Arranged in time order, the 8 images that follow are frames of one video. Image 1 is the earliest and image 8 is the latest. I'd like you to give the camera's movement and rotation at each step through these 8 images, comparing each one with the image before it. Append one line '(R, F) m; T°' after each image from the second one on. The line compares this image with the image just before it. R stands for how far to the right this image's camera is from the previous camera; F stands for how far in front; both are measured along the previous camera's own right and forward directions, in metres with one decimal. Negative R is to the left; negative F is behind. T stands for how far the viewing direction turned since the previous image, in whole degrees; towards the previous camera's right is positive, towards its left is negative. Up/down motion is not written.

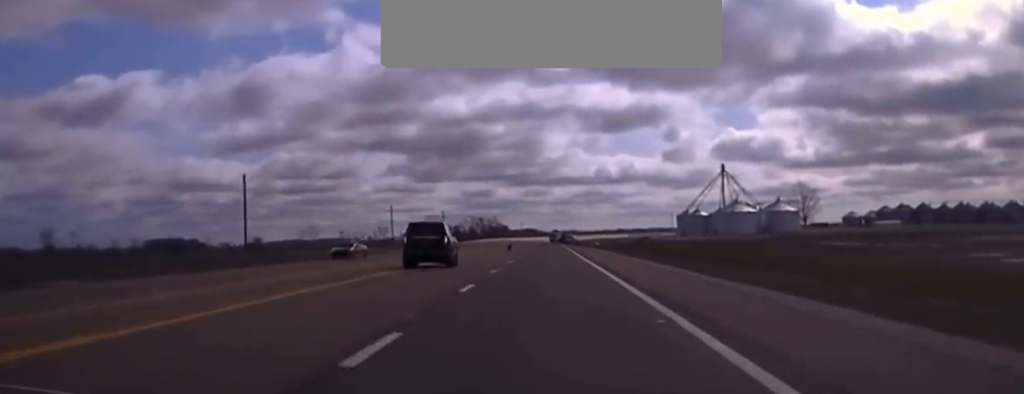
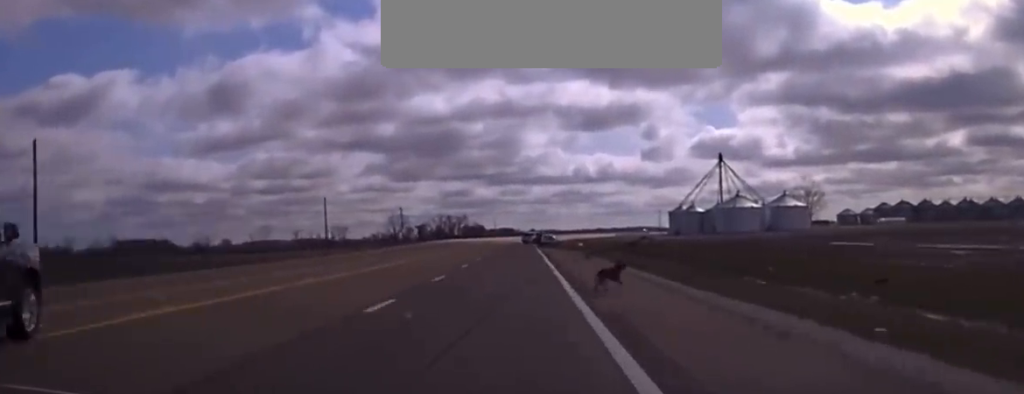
(+0.7, +45.8) m; +2°
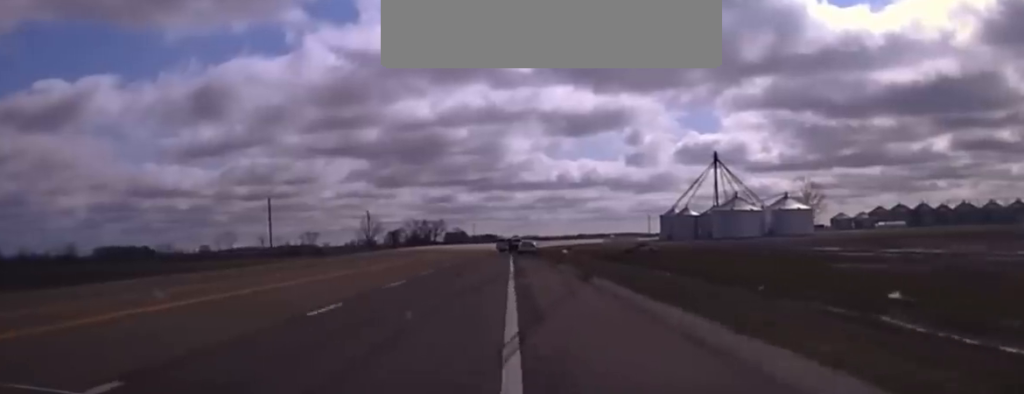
(+0.2, +22.8) m; 0°
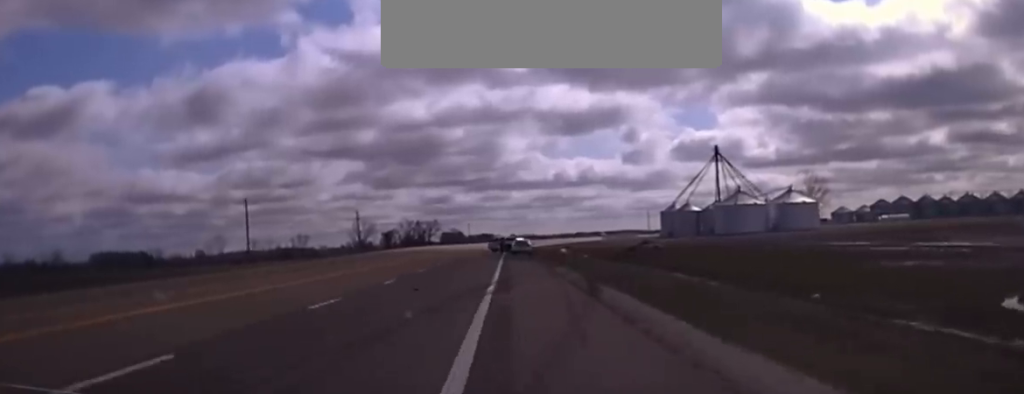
(0.0, +8.8) m; 0°
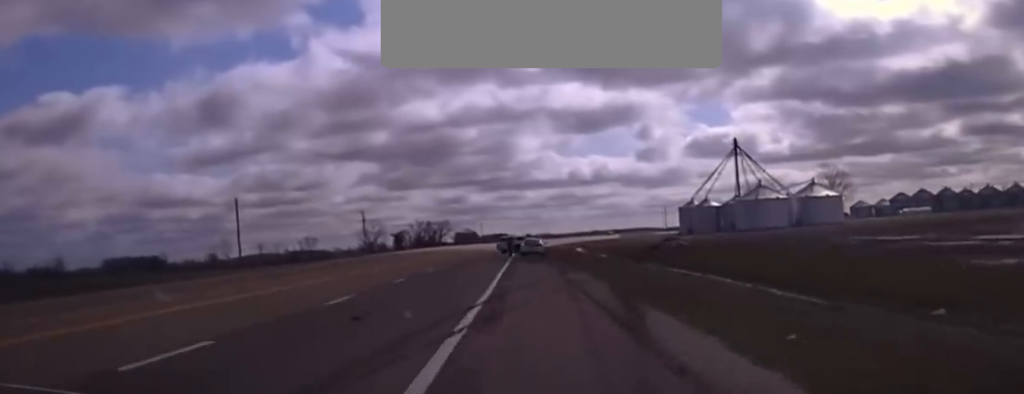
(0.0, +9.2) m; -1°
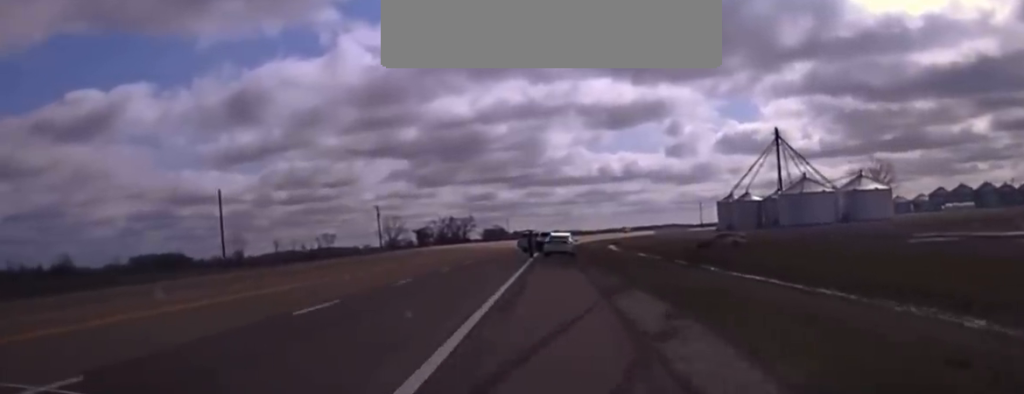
(-0.1, +15.4) m; -1°
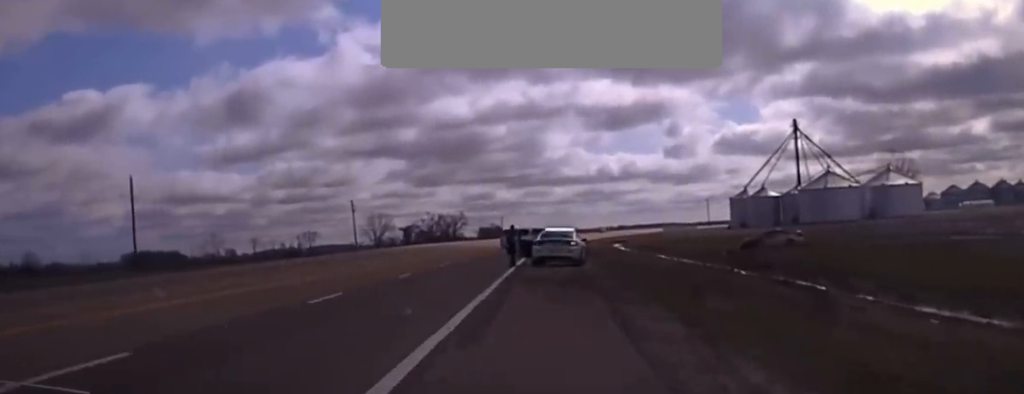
(0.0, +21.9) m; +2°
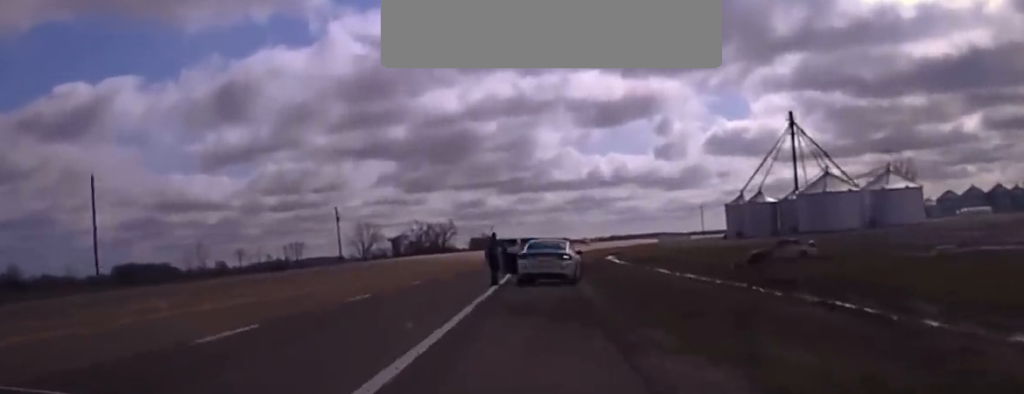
(0.0, +6.2) m; 0°
